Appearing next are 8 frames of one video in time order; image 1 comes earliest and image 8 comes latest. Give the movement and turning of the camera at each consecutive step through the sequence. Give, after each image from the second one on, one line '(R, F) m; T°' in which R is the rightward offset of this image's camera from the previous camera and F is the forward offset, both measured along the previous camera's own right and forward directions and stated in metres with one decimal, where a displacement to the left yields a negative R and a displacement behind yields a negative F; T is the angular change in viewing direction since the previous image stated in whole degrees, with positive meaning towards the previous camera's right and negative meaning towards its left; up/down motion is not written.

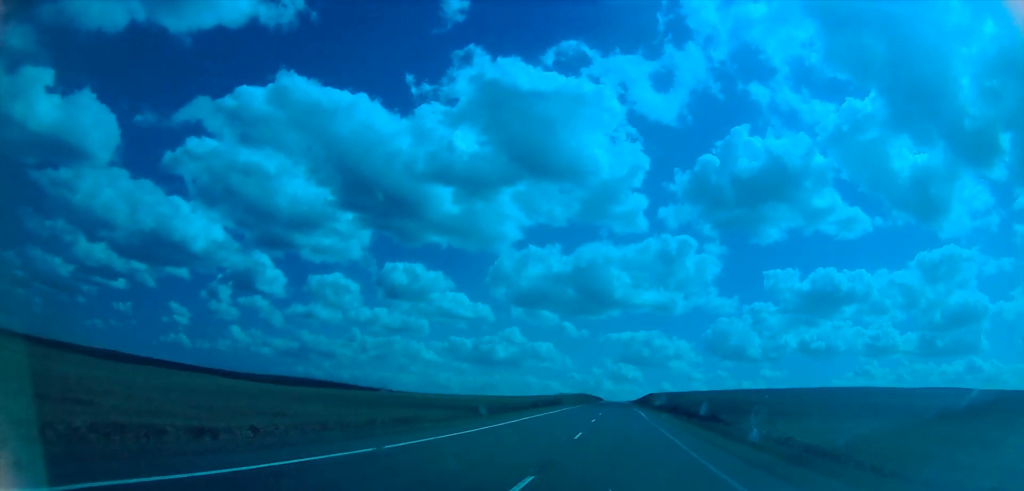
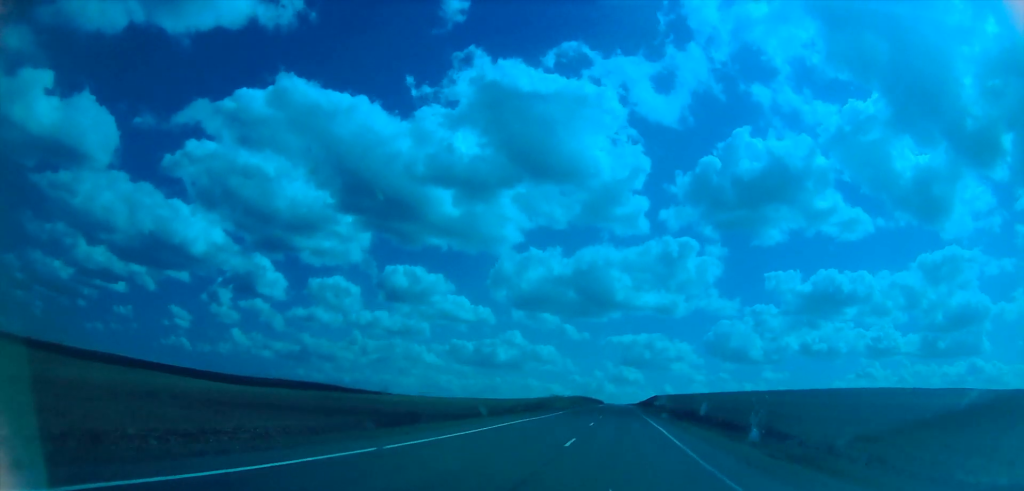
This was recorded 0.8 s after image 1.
(0.0, +26.8) m; 0°
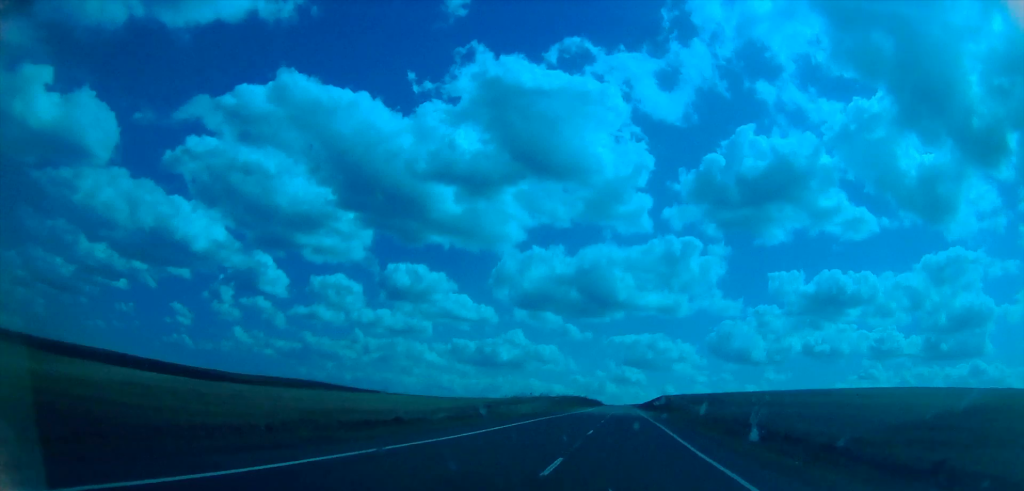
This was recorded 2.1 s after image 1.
(-0.1, +42.4) m; -1°
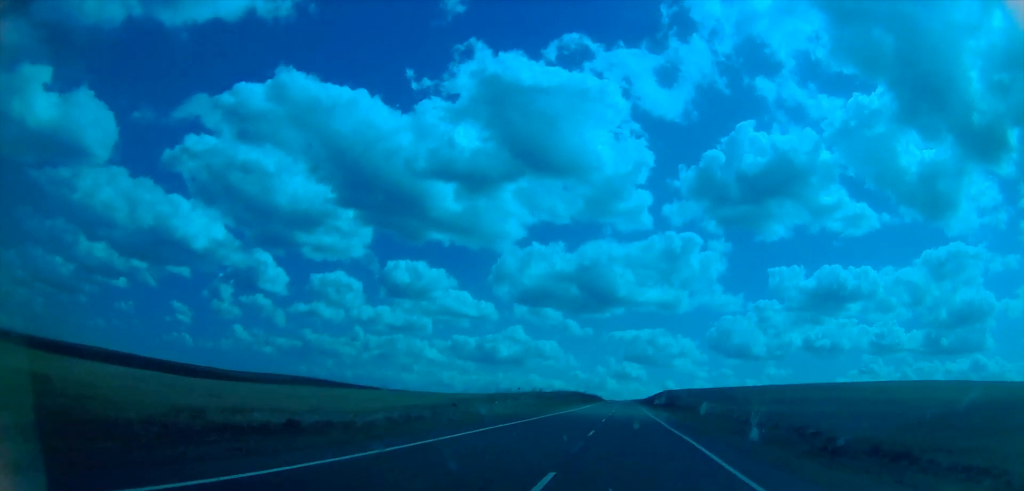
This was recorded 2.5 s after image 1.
(0.0, +14.5) m; 0°
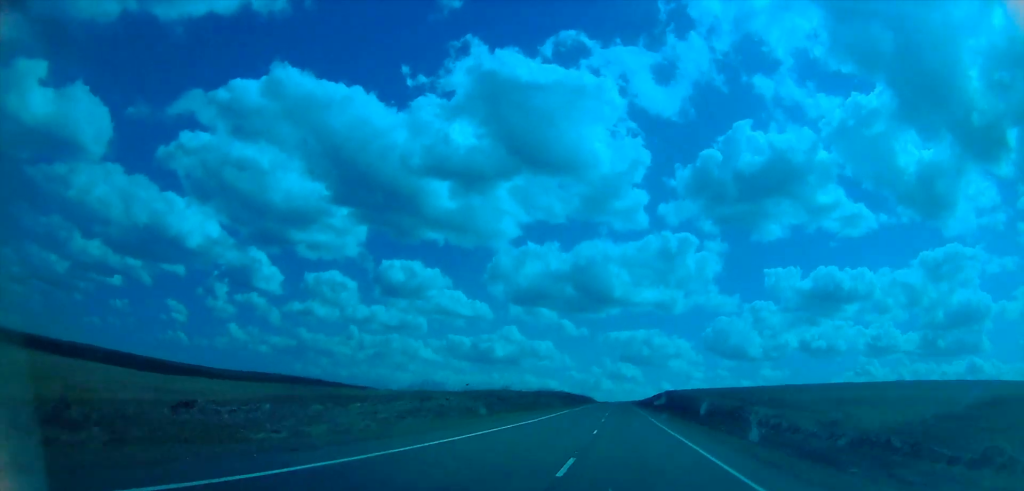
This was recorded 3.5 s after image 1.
(0.0, +33.2) m; +2°
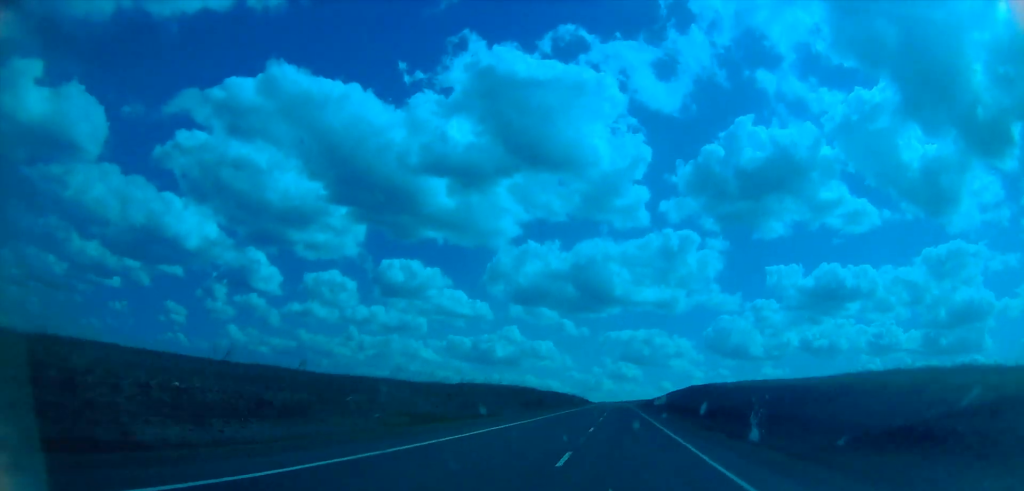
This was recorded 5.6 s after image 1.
(+0.6, +69.4) m; 0°
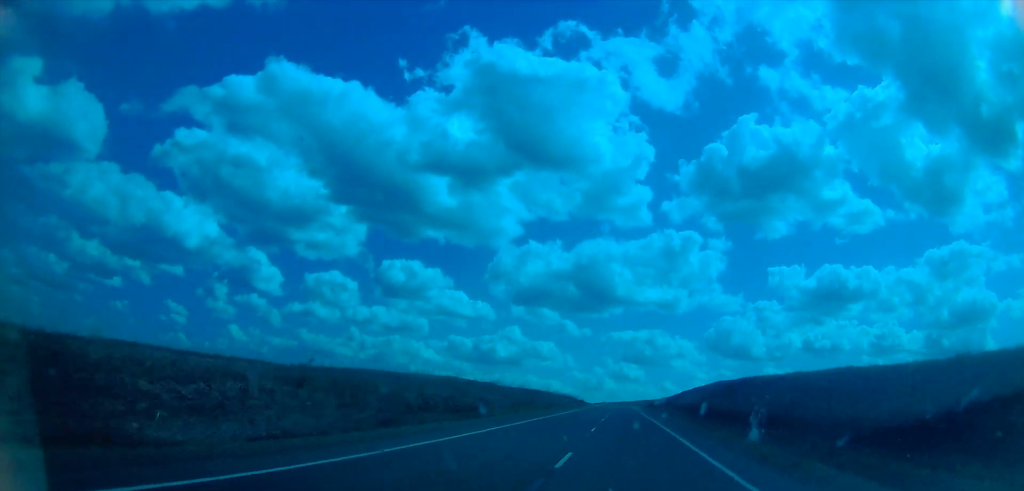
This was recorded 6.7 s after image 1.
(+0.3, +36.0) m; 0°
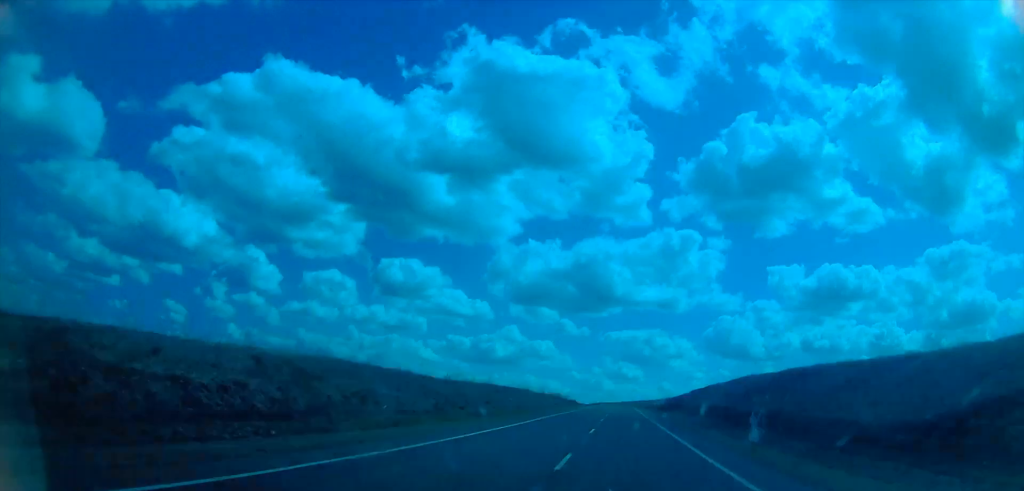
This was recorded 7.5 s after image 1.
(-0.6, +24.0) m; 0°
